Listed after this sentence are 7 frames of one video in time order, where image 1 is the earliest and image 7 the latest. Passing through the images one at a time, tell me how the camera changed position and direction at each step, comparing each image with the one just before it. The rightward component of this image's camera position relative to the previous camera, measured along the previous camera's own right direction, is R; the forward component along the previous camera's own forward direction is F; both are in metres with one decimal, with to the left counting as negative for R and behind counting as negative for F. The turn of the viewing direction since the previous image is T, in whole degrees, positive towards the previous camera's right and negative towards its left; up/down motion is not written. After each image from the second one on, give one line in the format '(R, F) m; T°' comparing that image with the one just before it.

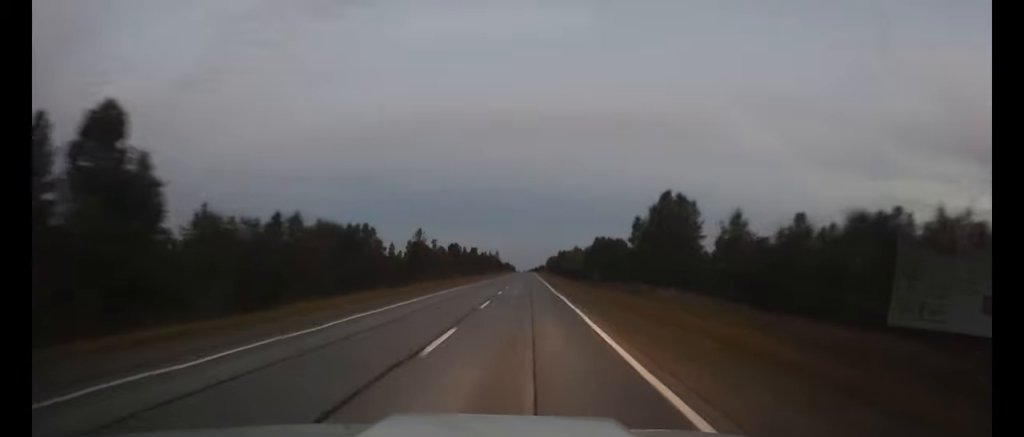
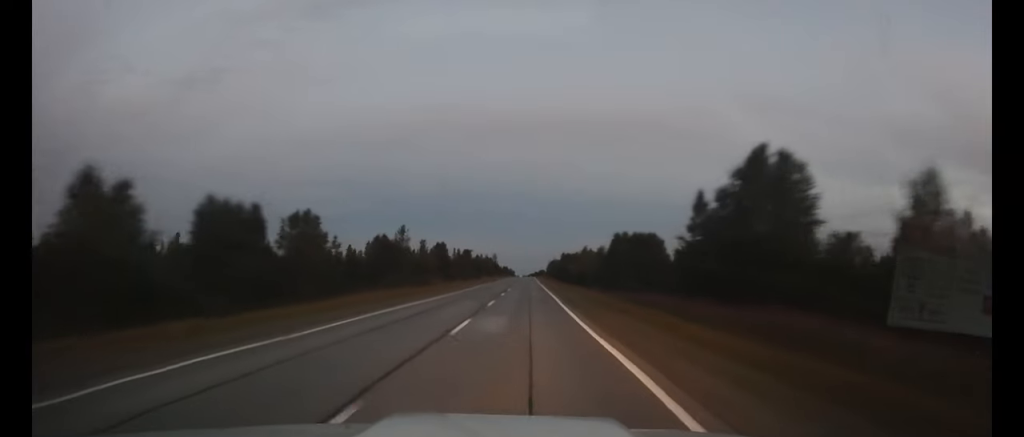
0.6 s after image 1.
(0.0, +19.0) m; 0°
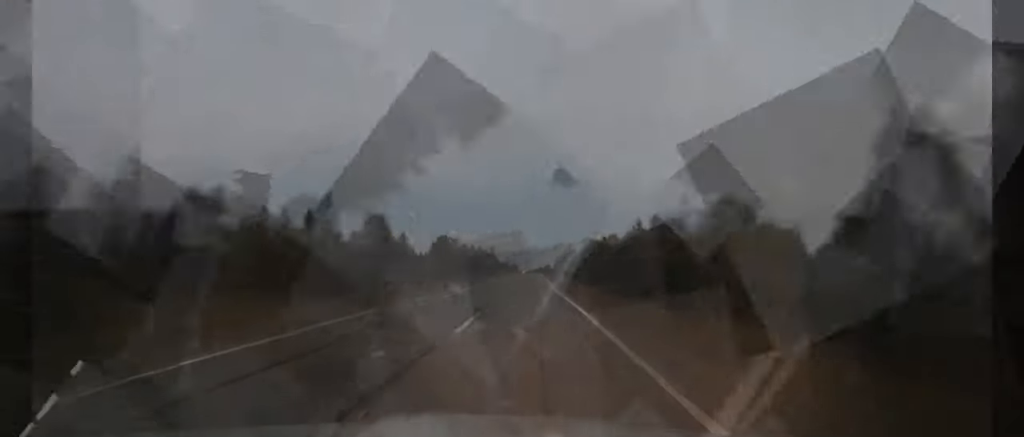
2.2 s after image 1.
(0.0, +49.6) m; 0°
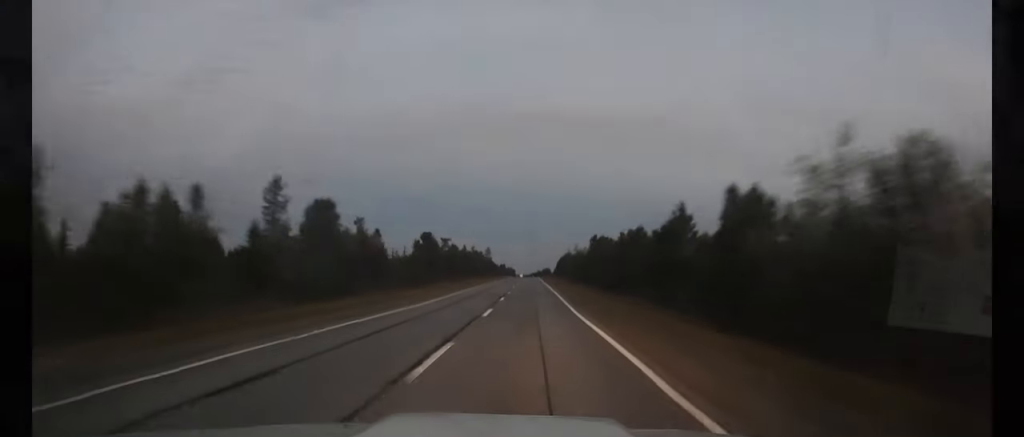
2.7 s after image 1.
(0.0, +16.8) m; 0°
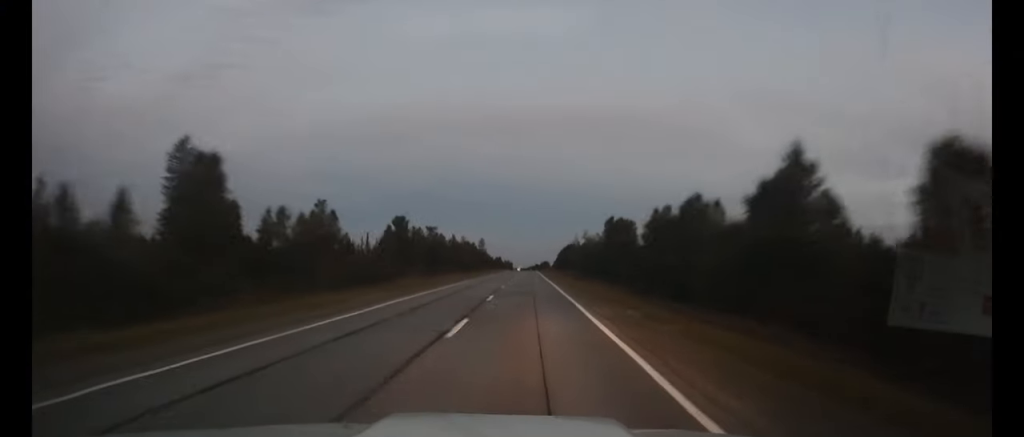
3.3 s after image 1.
(0.0, +18.9) m; 0°
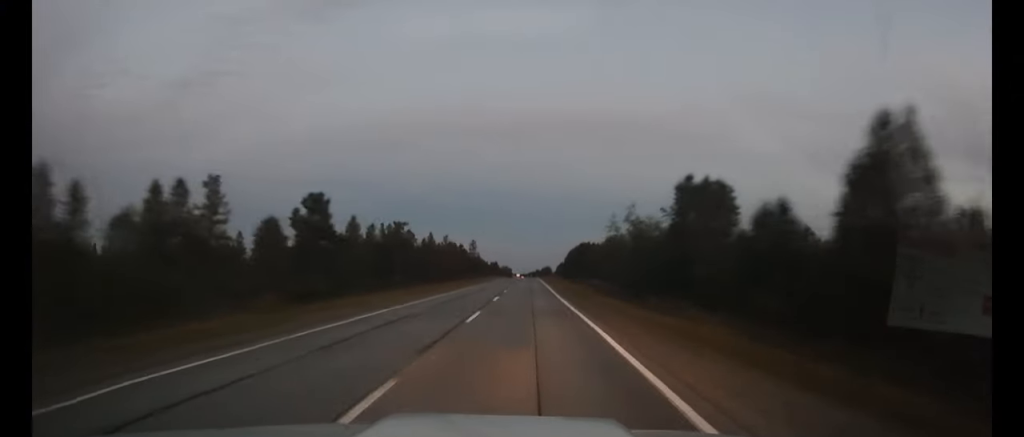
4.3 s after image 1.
(+0.1, +32.2) m; 0°
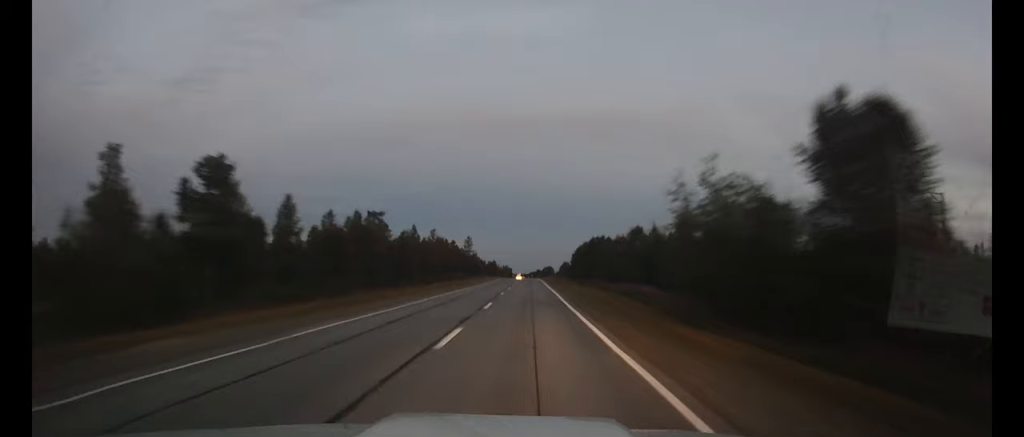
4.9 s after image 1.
(0.0, +17.5) m; 0°
